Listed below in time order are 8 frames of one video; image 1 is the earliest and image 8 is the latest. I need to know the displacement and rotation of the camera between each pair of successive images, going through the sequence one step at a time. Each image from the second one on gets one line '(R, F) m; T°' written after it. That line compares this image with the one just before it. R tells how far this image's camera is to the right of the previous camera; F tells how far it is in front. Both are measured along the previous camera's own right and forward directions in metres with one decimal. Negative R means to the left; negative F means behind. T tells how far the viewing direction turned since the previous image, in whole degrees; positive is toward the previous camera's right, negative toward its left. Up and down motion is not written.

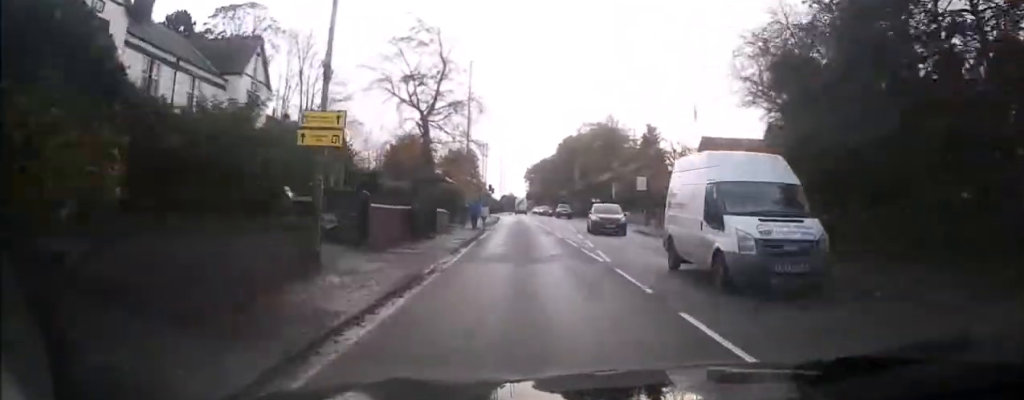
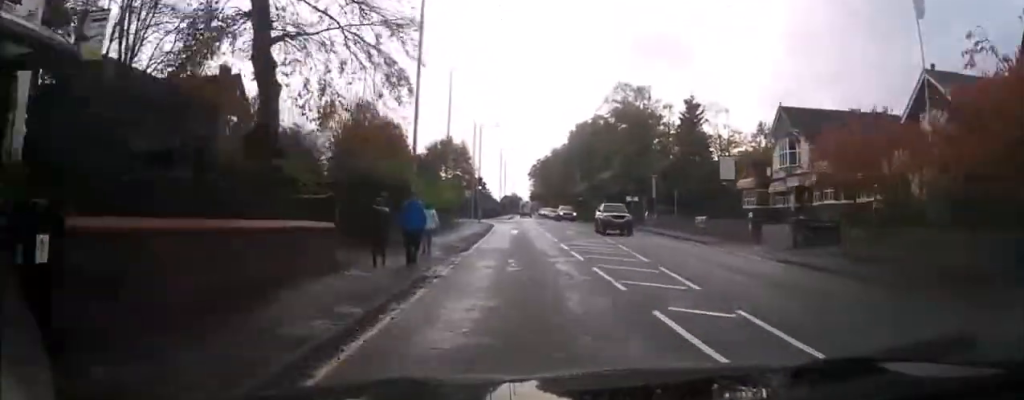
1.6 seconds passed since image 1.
(-0.1, +23.7) m; 0°
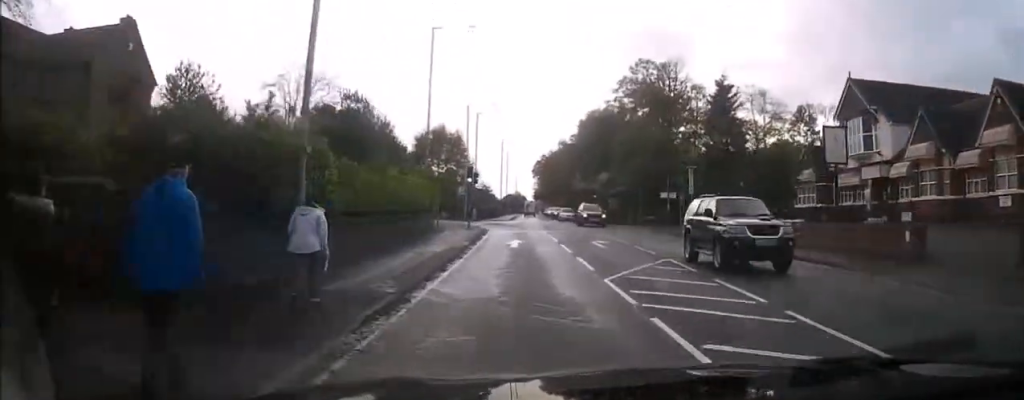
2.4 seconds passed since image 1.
(+0.1, +12.3) m; 0°
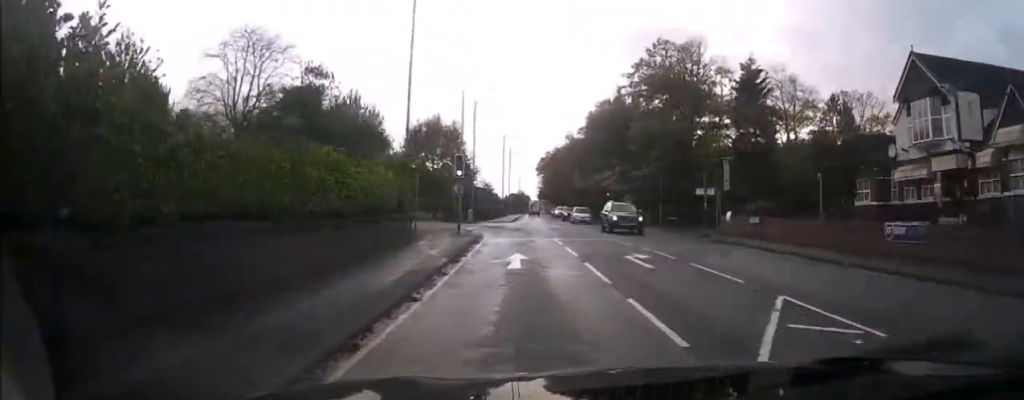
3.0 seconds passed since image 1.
(-0.1, +7.9) m; 0°
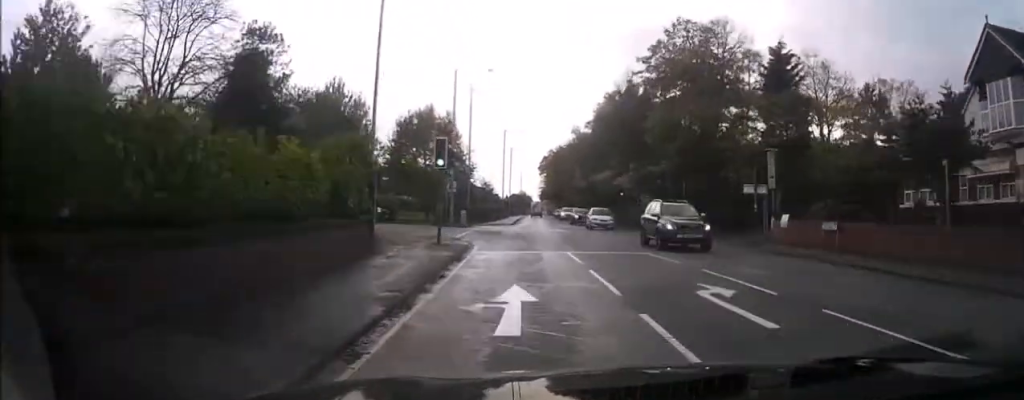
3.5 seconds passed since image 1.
(-0.1, +7.4) m; 0°
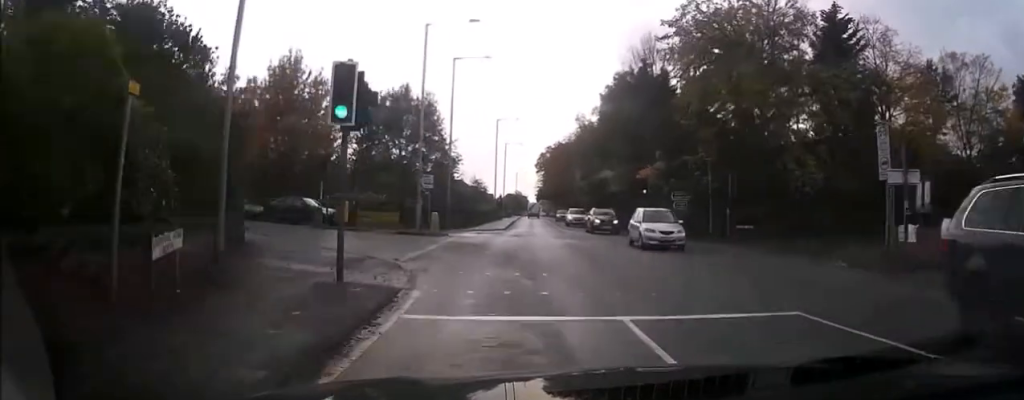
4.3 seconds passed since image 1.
(+0.1, +11.7) m; 0°
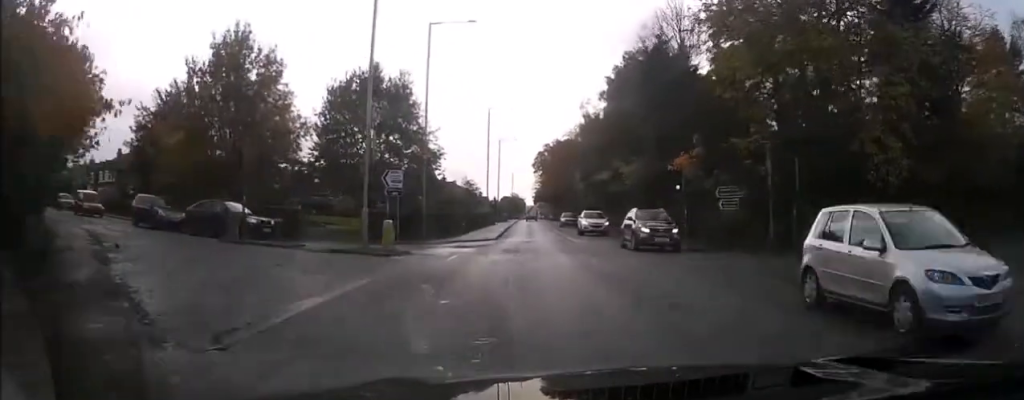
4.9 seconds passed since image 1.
(0.0, +9.8) m; 0°
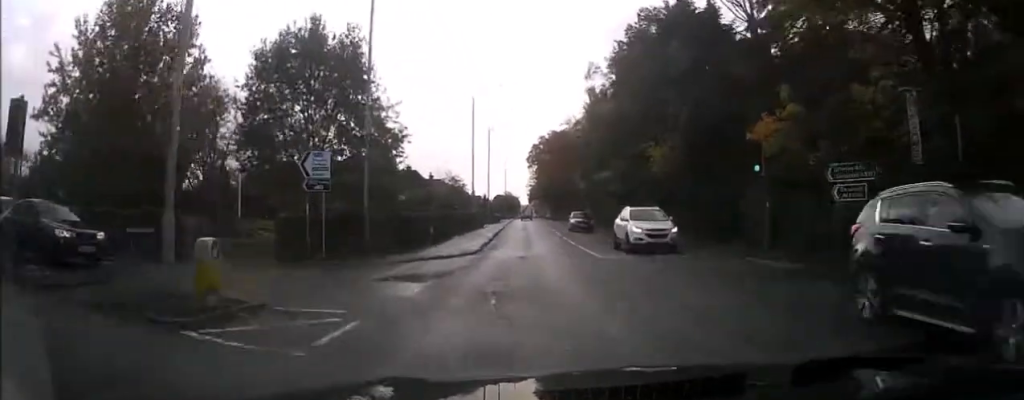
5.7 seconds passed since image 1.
(0.0, +11.7) m; +1°
